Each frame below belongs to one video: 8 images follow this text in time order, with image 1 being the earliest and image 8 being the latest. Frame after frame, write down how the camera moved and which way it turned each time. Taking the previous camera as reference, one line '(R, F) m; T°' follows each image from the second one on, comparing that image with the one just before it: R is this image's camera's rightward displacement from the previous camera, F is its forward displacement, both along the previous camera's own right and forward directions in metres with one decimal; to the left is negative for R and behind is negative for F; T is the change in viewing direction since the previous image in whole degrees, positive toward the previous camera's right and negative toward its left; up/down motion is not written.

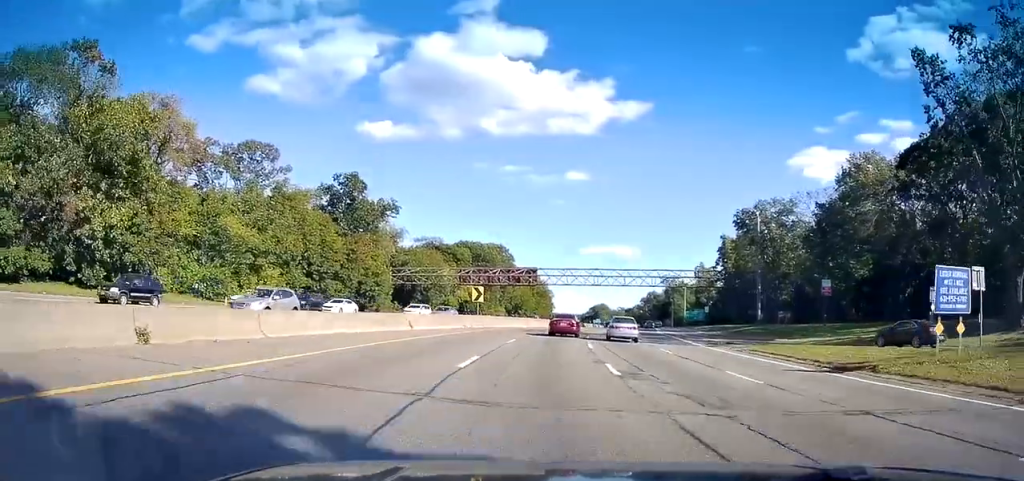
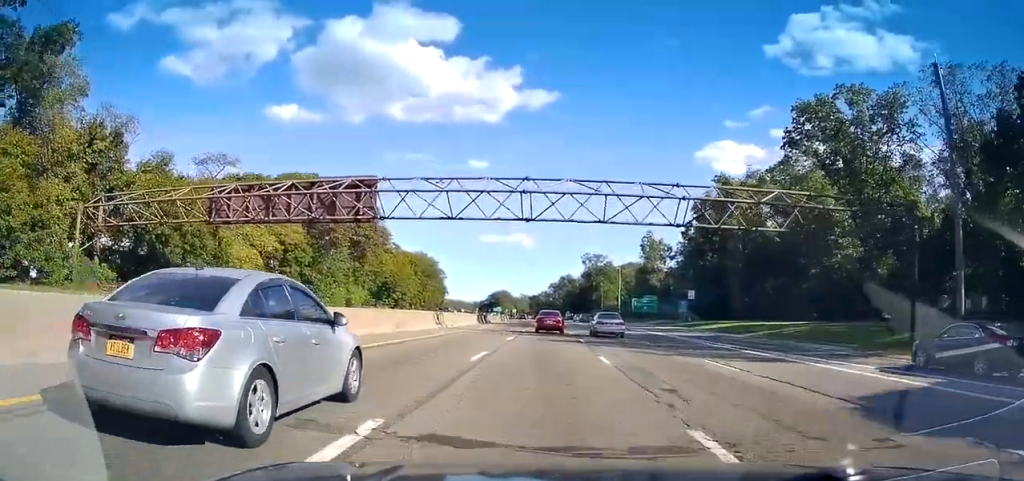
(+5.1, +56.5) m; +12°
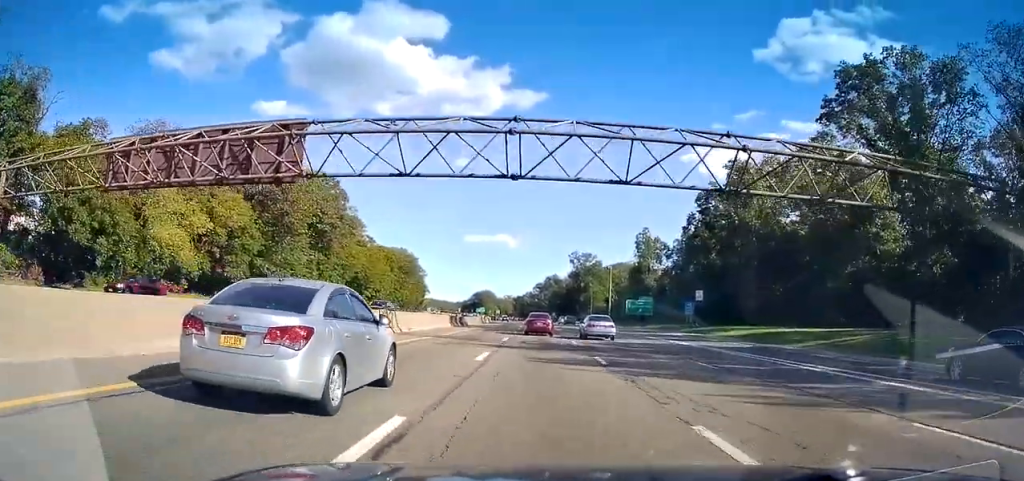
(+0.7, +11.0) m; +2°
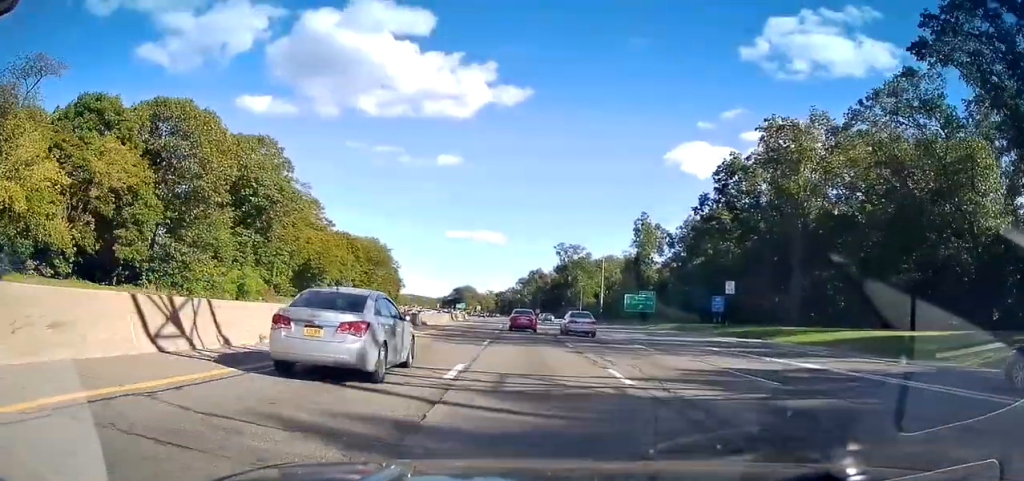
(+0.6, +17.0) m; +3°
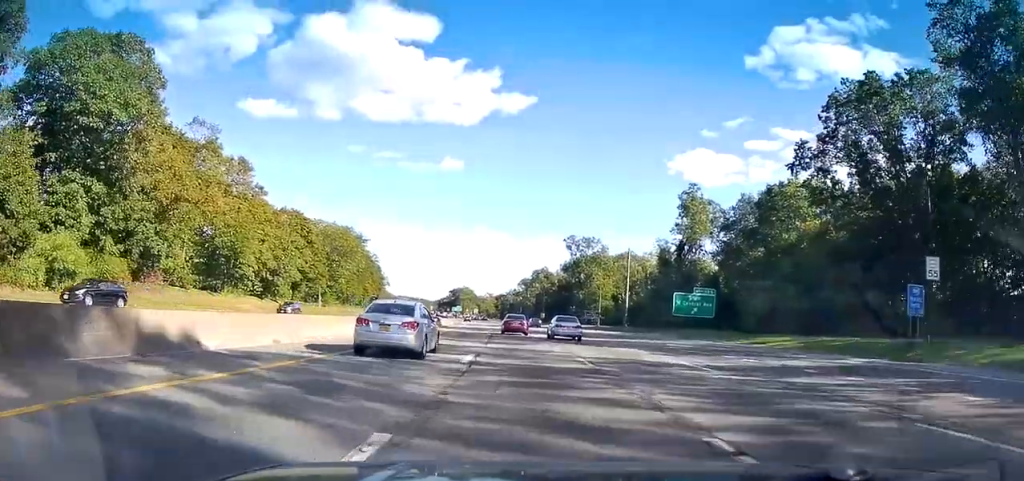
(+0.9, +31.7) m; +2°
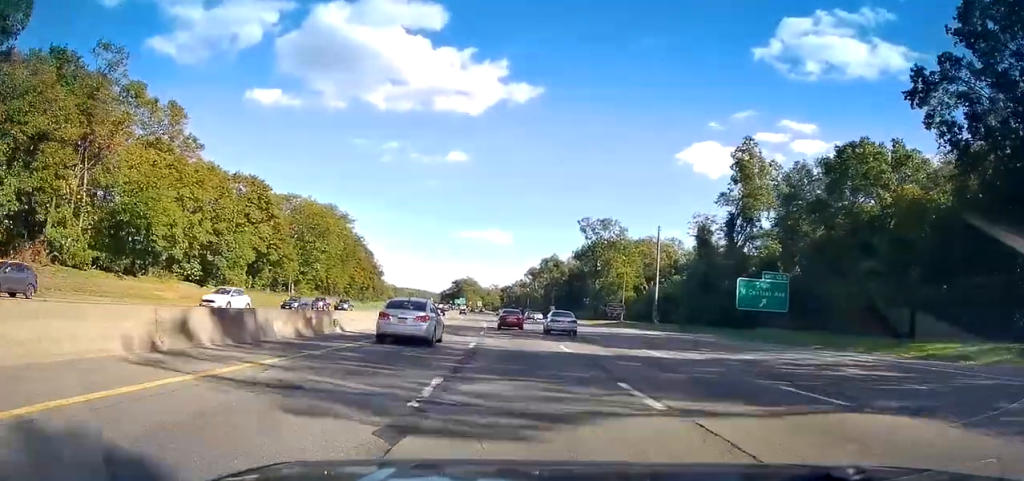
(+0.1, +19.7) m; 0°
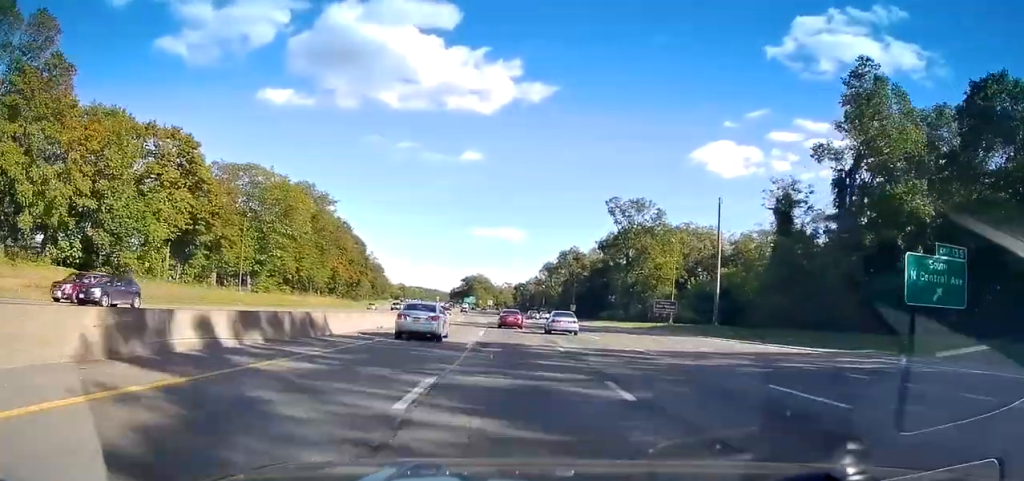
(-0.1, +24.0) m; -1°
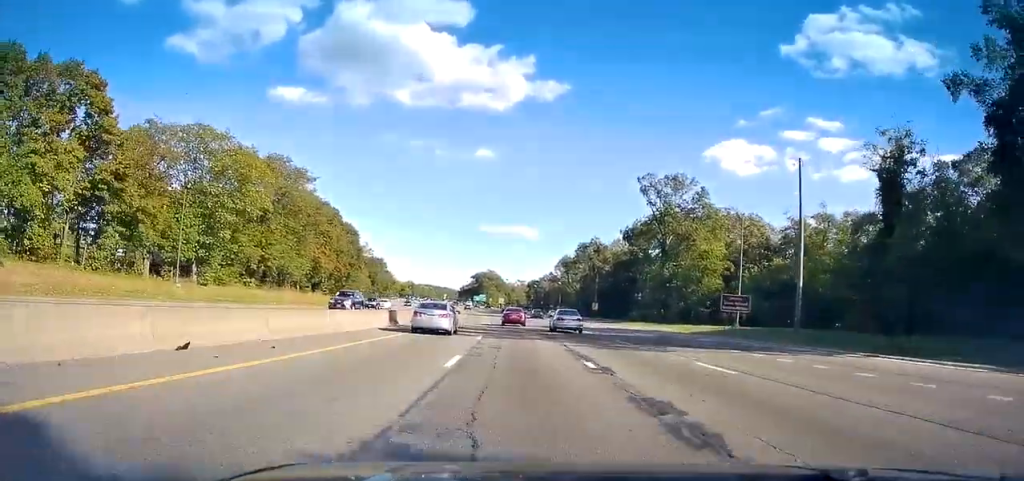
(+0.2, +19.1) m; -1°
